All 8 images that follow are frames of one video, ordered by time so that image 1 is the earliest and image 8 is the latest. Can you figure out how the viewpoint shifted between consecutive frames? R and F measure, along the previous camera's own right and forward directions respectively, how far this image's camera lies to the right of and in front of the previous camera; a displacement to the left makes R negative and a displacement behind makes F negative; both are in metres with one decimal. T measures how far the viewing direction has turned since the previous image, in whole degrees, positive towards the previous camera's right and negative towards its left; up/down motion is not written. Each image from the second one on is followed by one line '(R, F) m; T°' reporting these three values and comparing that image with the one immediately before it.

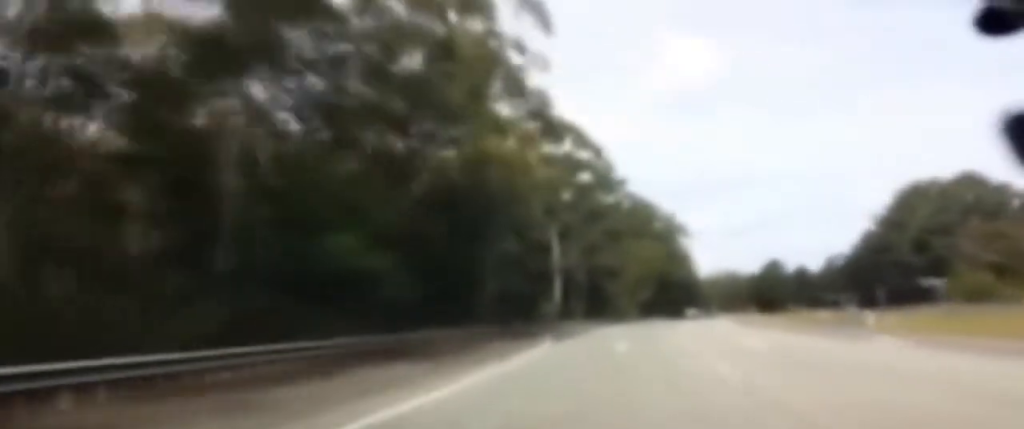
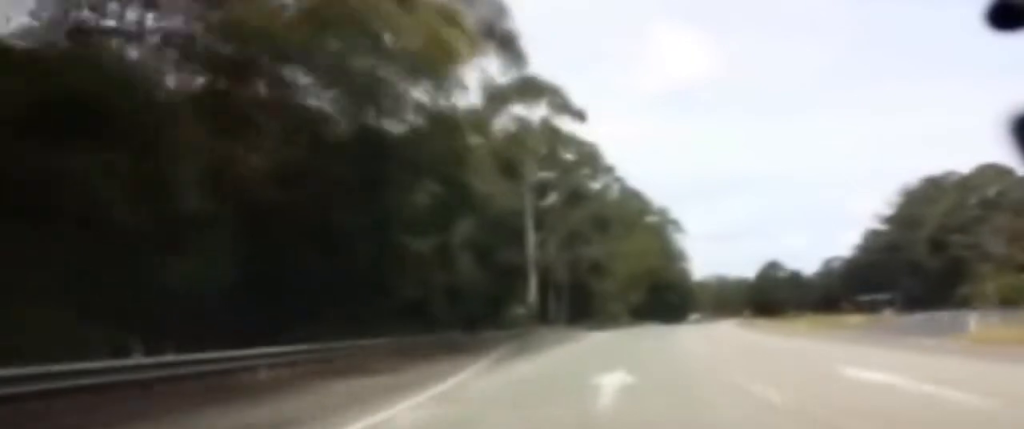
(+0.1, +14.9) m; +1°
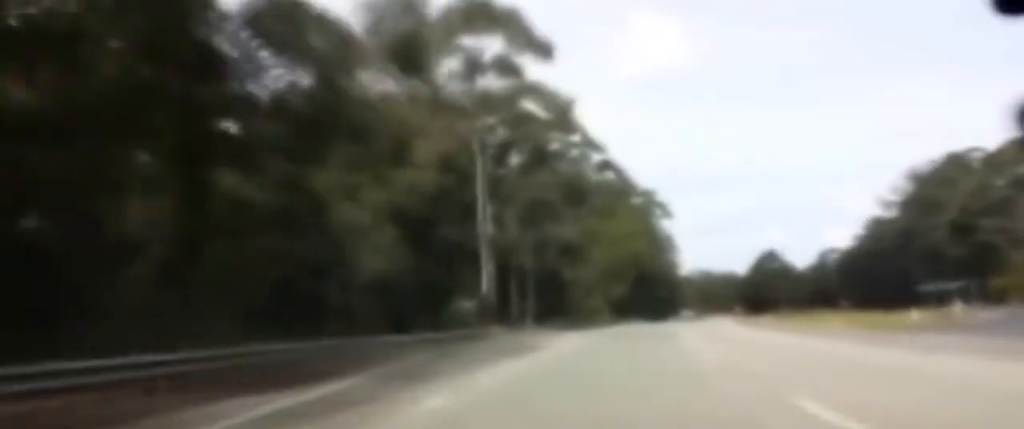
(+0.1, +14.9) m; +2°
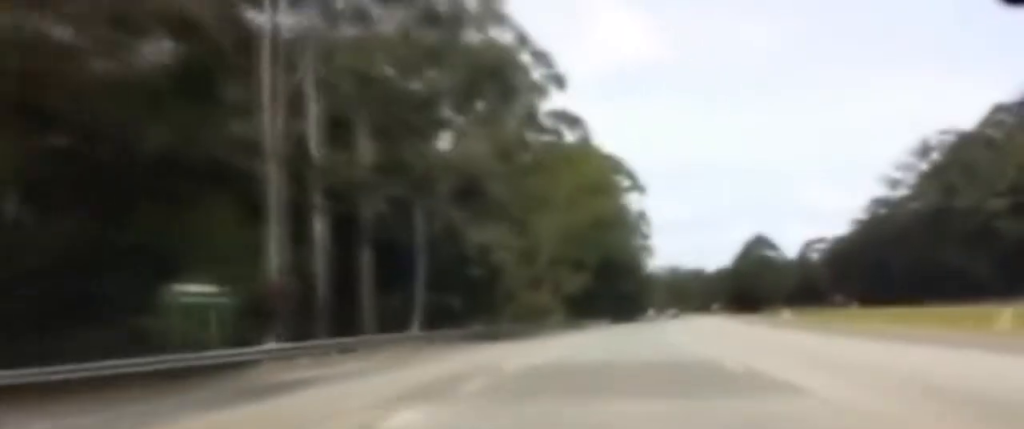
(+0.6, +29.3) m; +1°
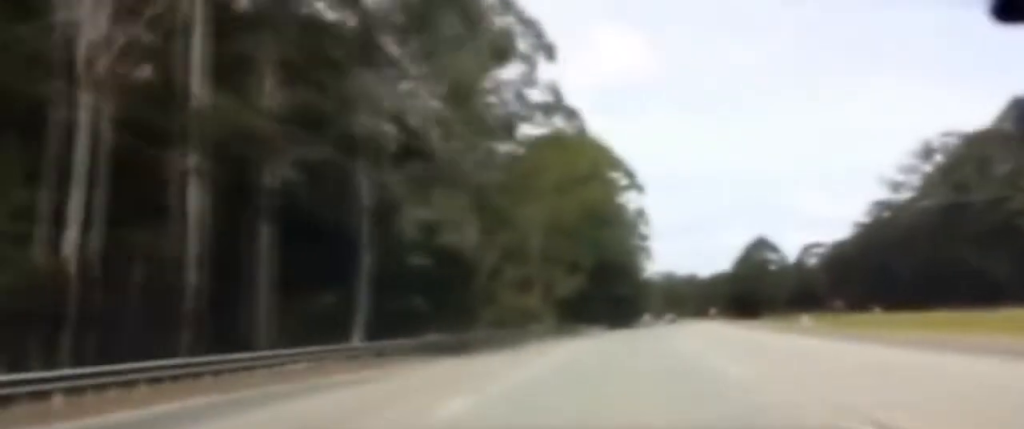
(-0.1, +10.6) m; +1°
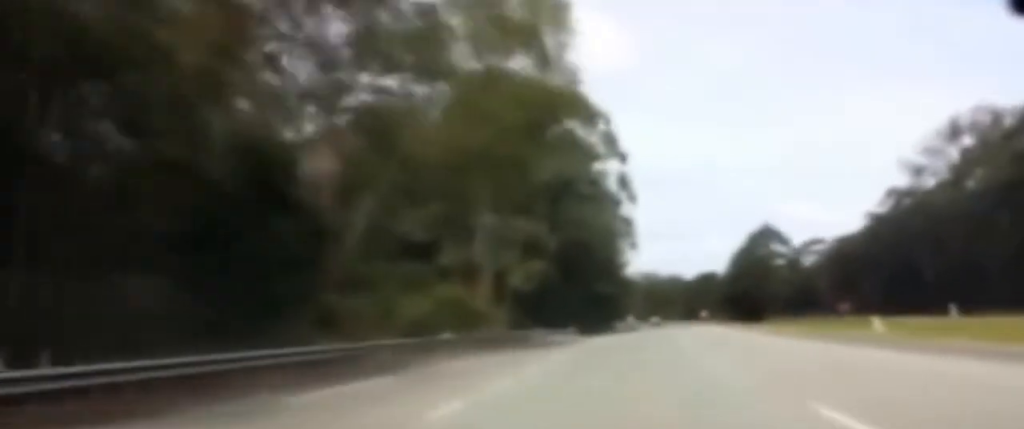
(+0.4, +20.8) m; +2°
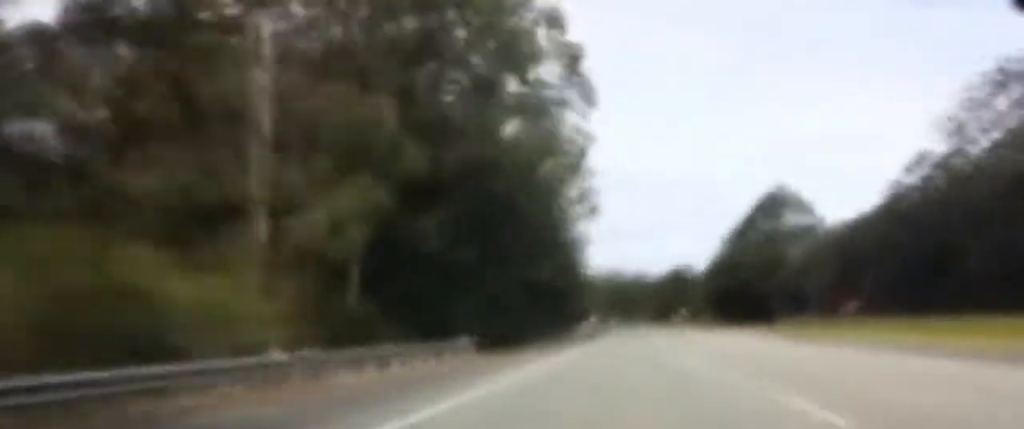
(+1.0, +35.4) m; +2°
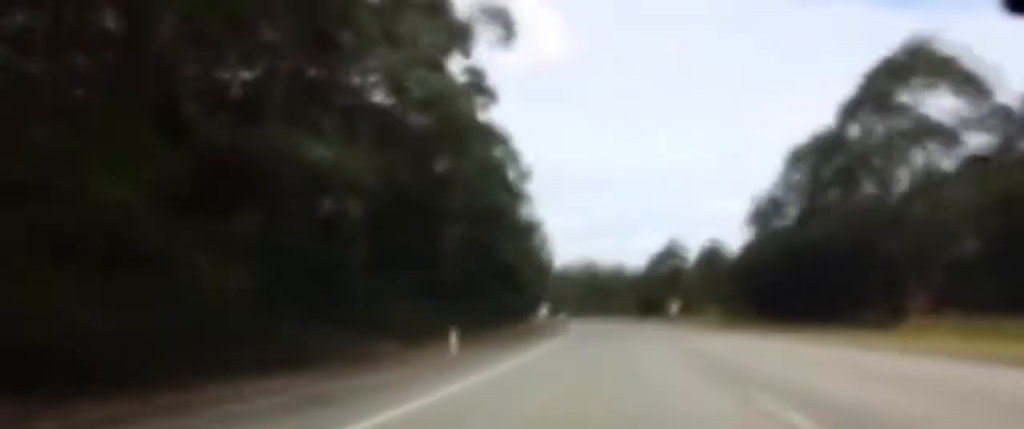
(+0.4, +49.0) m; +1°
